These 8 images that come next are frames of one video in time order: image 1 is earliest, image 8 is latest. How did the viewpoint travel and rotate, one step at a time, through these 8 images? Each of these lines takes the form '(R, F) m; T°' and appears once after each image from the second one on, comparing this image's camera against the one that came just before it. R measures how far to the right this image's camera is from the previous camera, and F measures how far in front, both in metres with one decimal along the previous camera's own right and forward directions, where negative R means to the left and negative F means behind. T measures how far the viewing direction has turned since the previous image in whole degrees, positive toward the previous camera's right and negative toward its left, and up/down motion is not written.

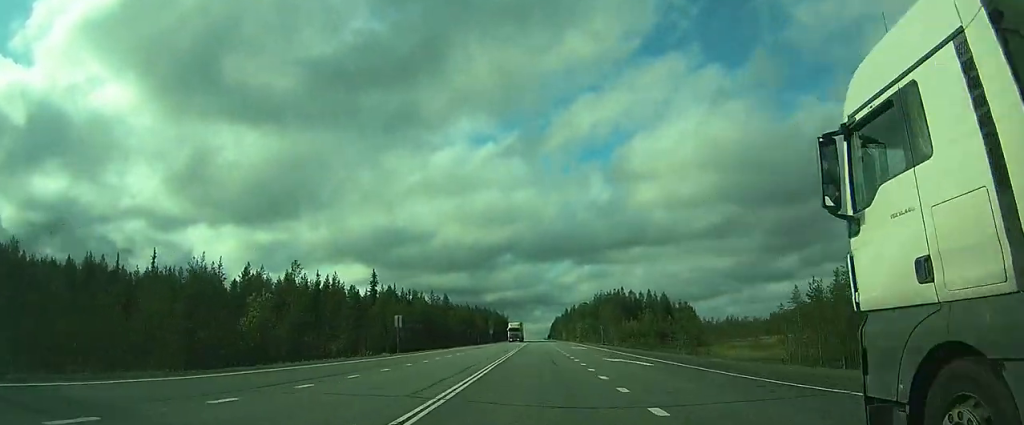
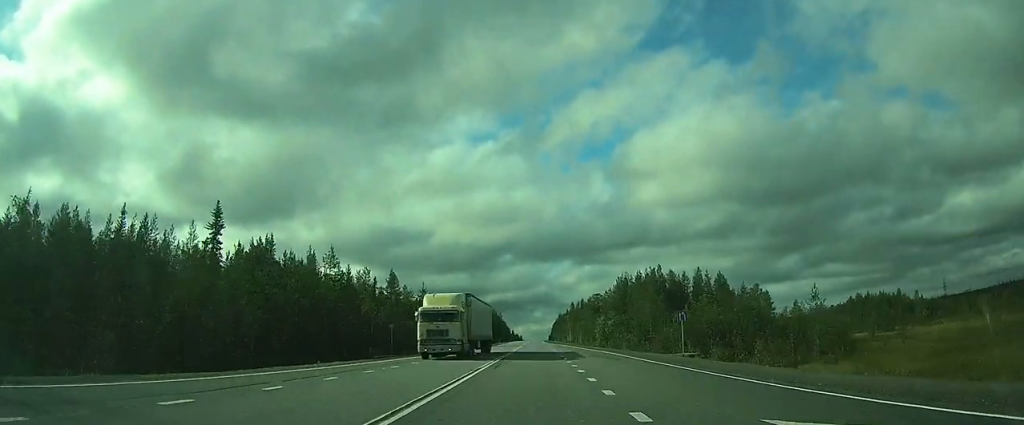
(0.0, +56.6) m; 0°
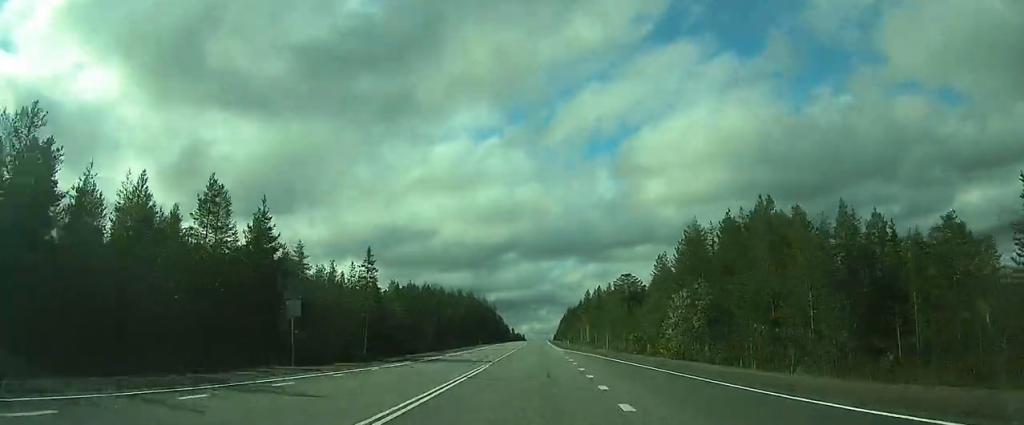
(0.0, +57.4) m; 0°
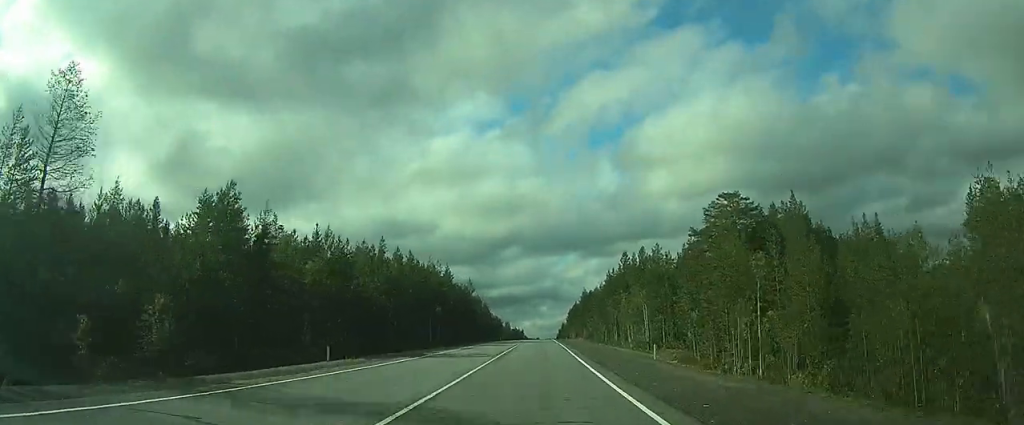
(0.0, +73.2) m; 0°
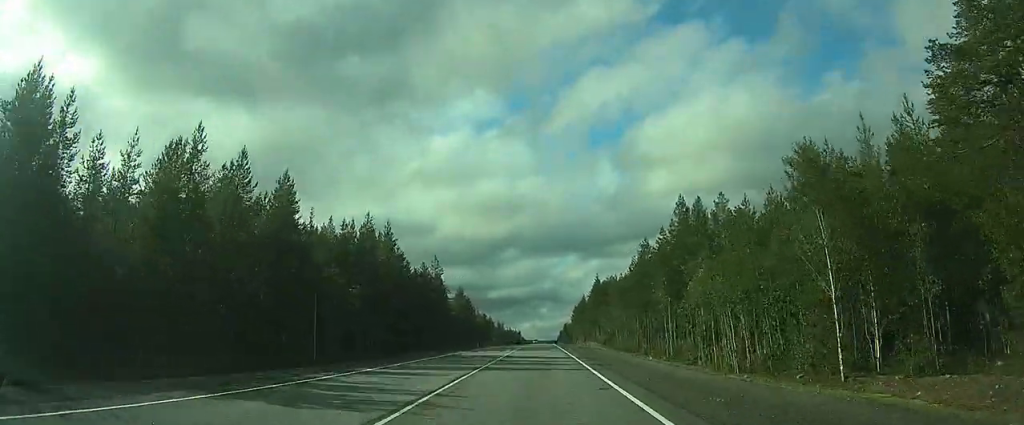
(+0.2, +41.7) m; +1°
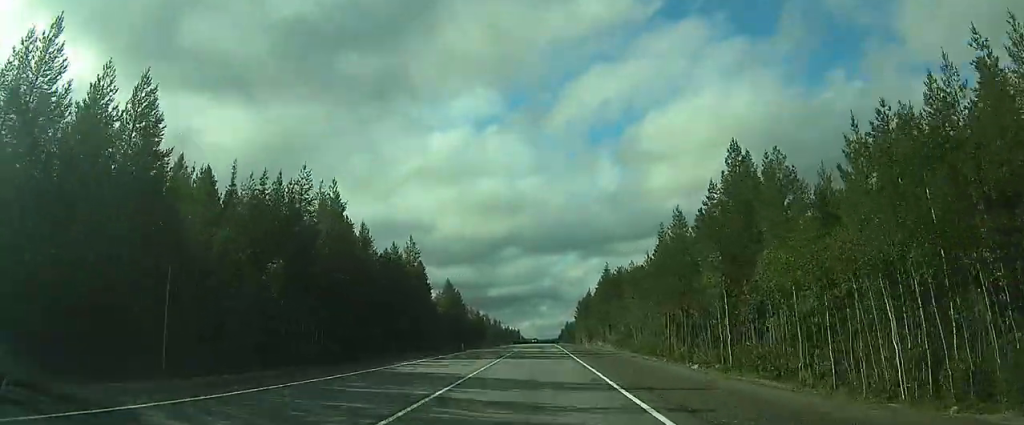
(+0.1, +17.4) m; 0°
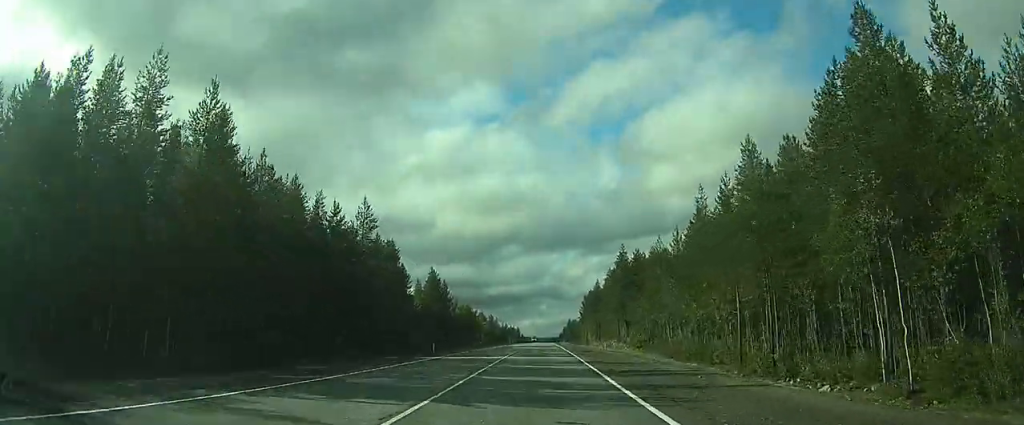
(0.0, +19.6) m; 0°
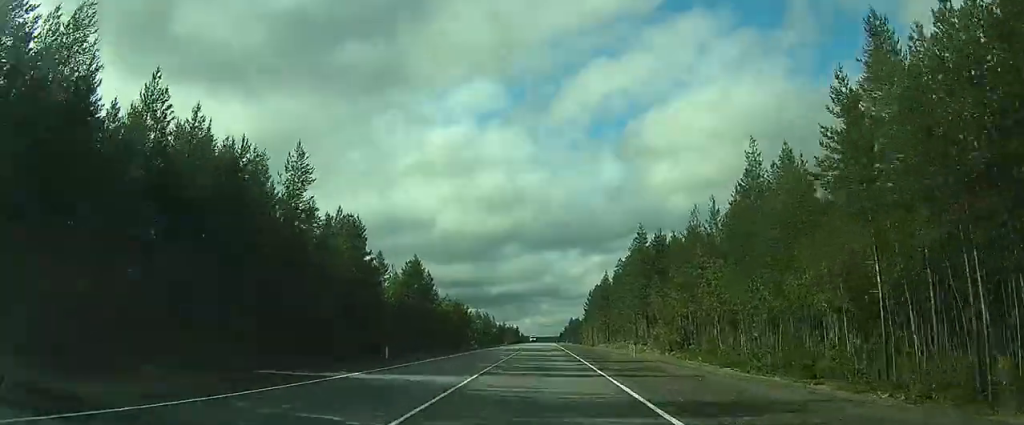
(0.0, +15.8) m; 0°
